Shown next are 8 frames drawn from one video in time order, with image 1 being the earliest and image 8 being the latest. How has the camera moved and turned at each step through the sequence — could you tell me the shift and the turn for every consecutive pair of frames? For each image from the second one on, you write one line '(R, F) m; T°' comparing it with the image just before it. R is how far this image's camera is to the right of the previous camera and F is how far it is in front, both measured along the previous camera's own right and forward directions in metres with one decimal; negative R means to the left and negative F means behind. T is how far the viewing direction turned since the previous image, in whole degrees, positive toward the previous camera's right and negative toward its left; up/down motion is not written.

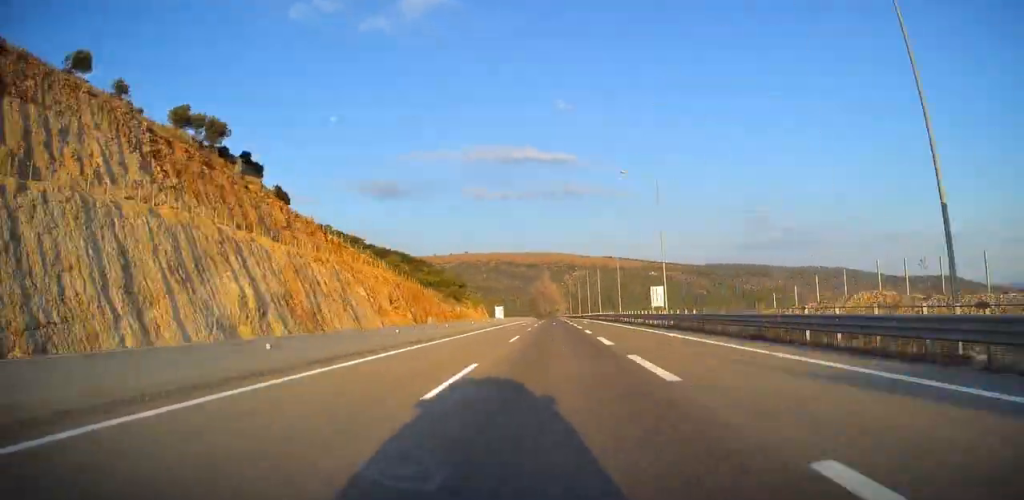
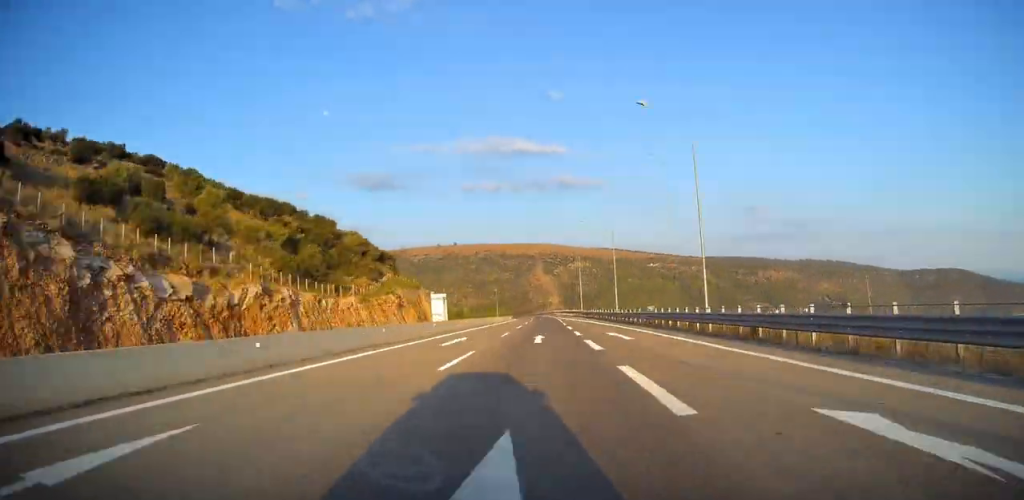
(-2.1, +118.1) m; -4°
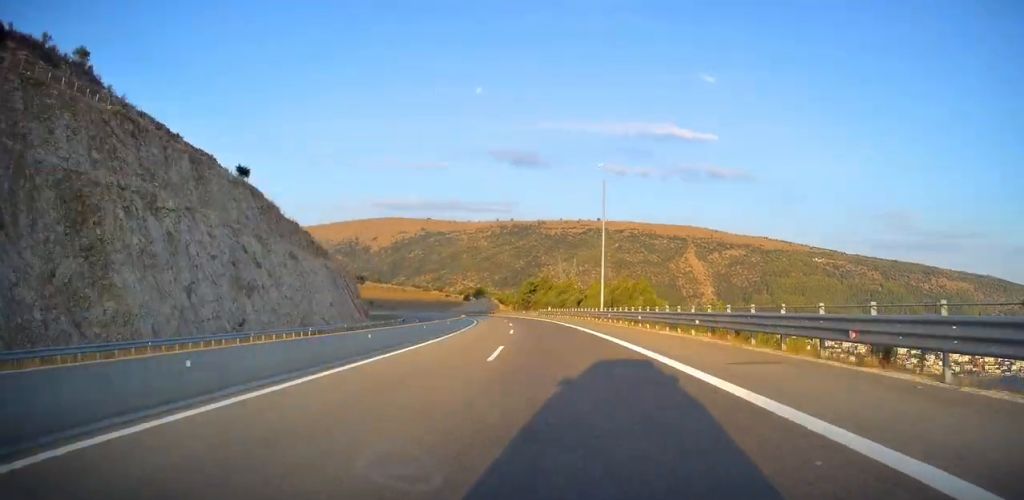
(-6.8, +243.0) m; -15°
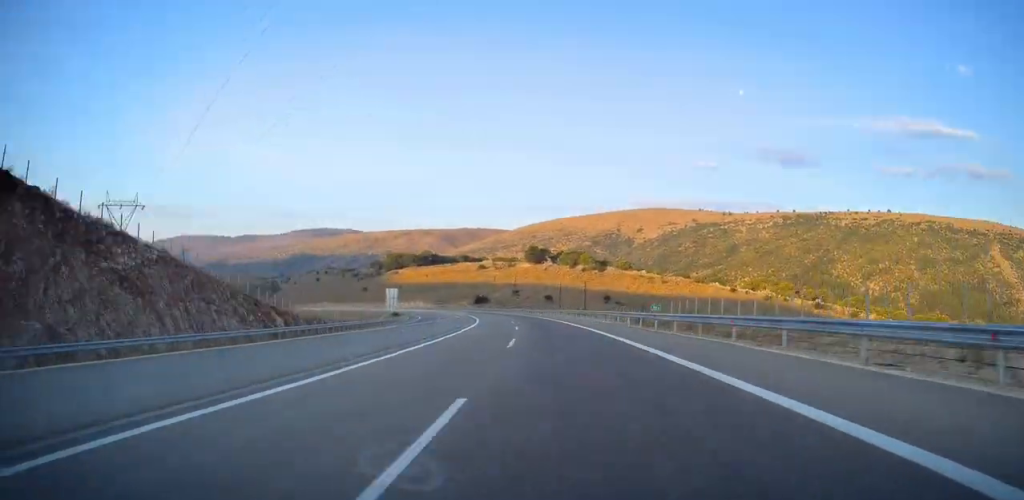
(-54.9, +255.2) m; -25°
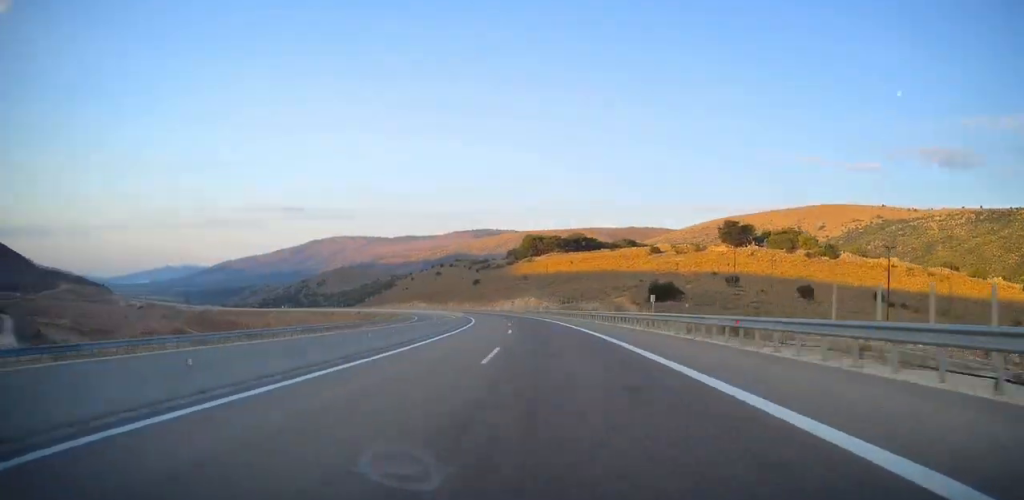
(-37.5, +163.1) m; -16°
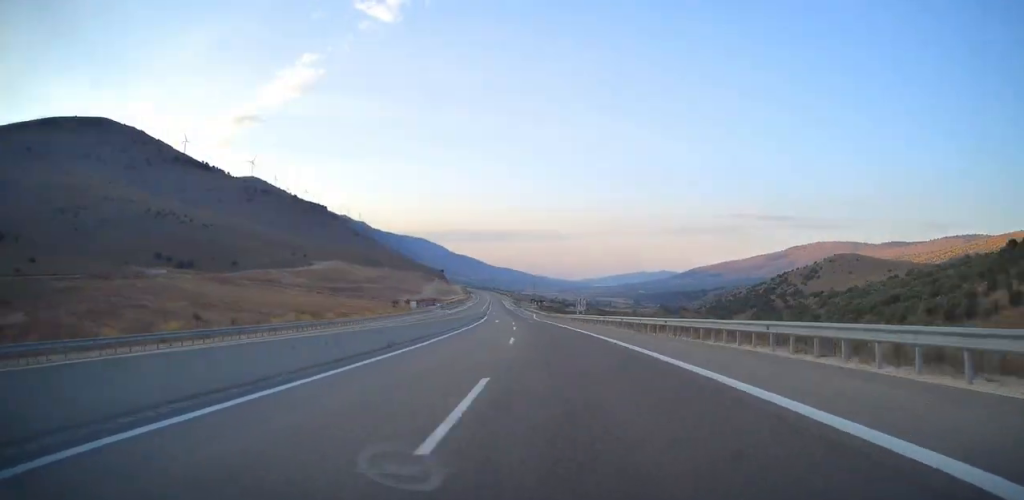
(-159.4, +439.3) m; -35°
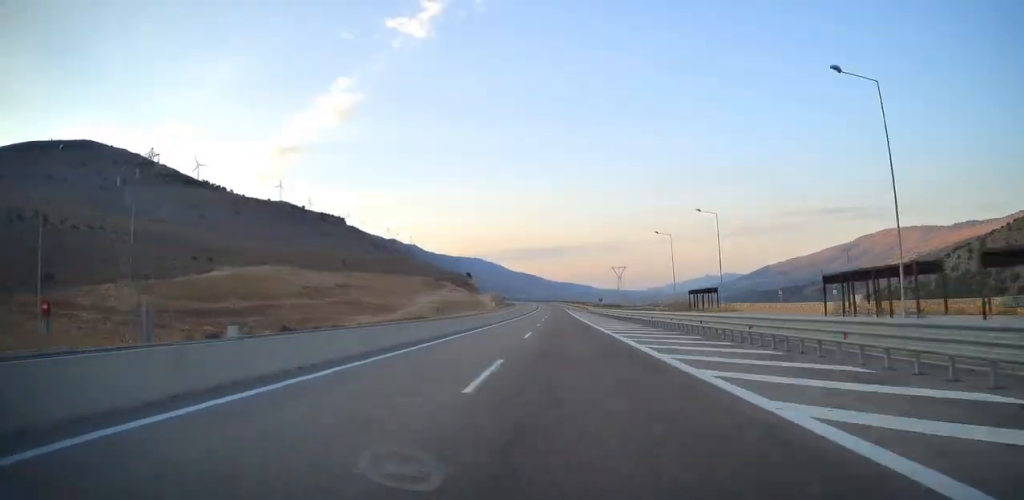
(-31.0, +282.5) m; -7°
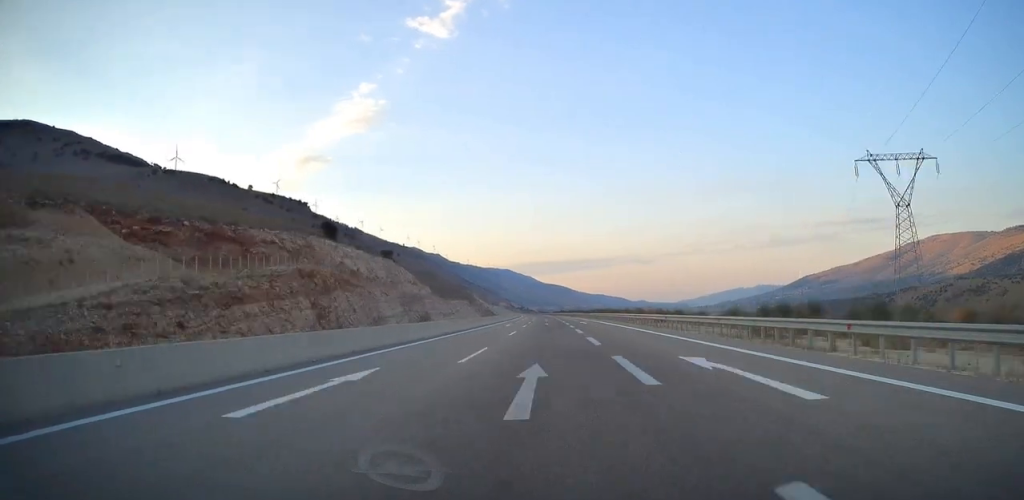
(-5.6, +335.1) m; -3°
